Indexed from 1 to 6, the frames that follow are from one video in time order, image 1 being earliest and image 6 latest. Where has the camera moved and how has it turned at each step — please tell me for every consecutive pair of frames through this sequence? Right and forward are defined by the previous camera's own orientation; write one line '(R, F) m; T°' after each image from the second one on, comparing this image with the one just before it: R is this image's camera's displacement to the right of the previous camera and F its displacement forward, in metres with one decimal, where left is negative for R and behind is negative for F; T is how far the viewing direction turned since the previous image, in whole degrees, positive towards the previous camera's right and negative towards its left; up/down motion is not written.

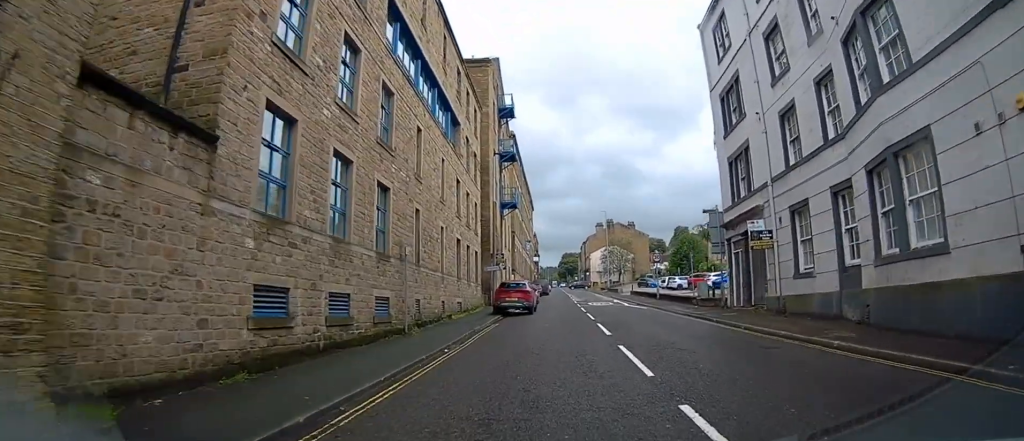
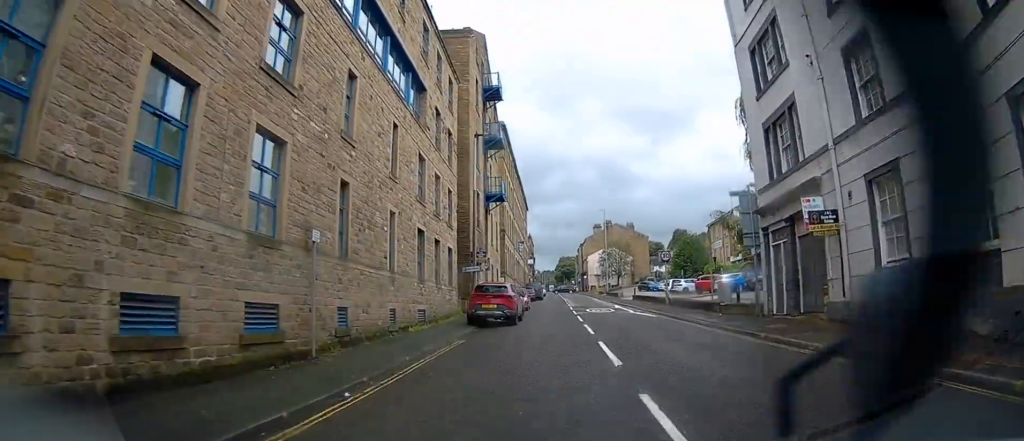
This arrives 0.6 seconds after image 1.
(-0.1, +5.3) m; -2°
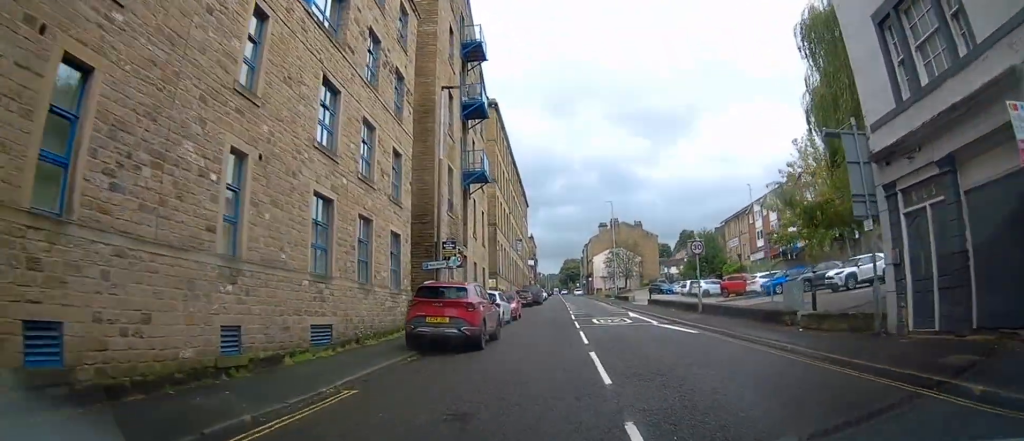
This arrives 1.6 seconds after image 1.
(-0.2, +7.8) m; -1°
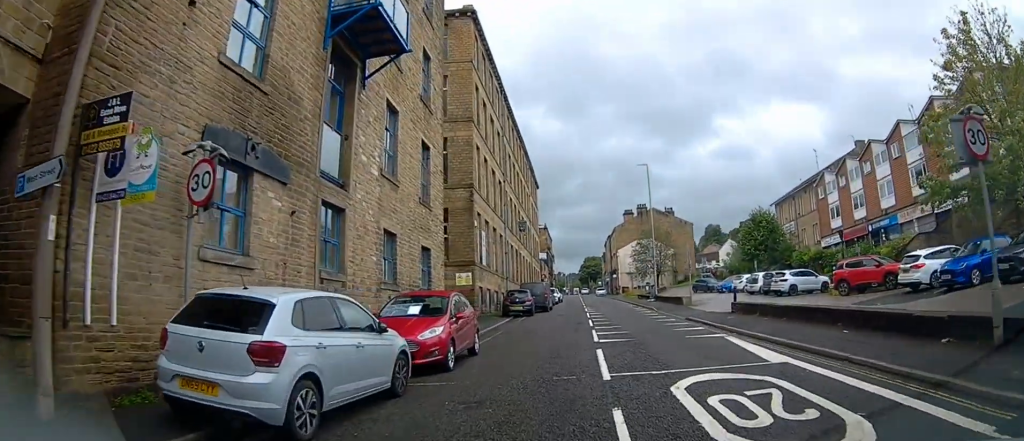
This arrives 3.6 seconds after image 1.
(-0.2, +17.5) m; -1°
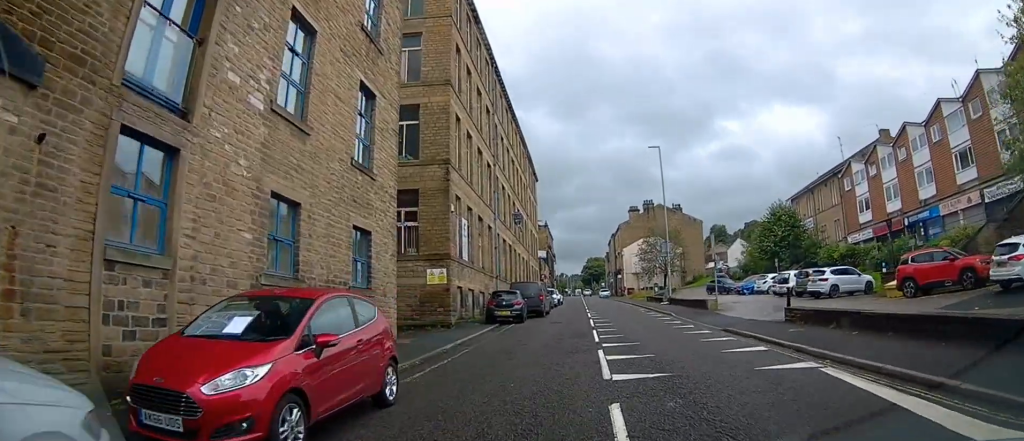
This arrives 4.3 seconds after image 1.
(0.0, +5.9) m; +1°
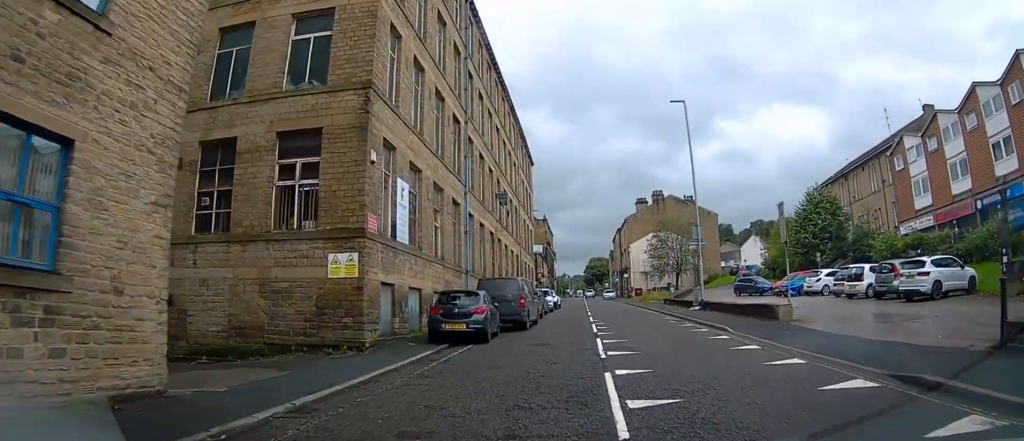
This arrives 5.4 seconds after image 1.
(+0.1, +9.1) m; +2°
